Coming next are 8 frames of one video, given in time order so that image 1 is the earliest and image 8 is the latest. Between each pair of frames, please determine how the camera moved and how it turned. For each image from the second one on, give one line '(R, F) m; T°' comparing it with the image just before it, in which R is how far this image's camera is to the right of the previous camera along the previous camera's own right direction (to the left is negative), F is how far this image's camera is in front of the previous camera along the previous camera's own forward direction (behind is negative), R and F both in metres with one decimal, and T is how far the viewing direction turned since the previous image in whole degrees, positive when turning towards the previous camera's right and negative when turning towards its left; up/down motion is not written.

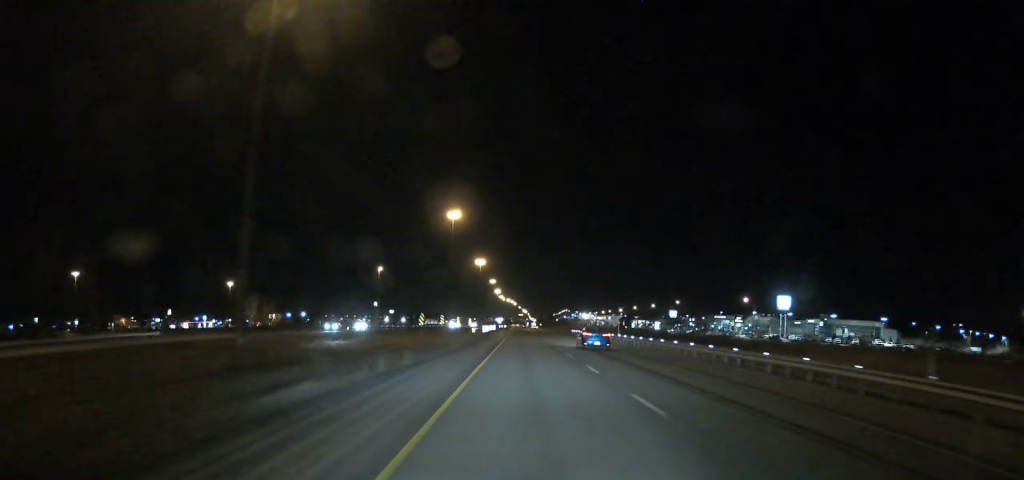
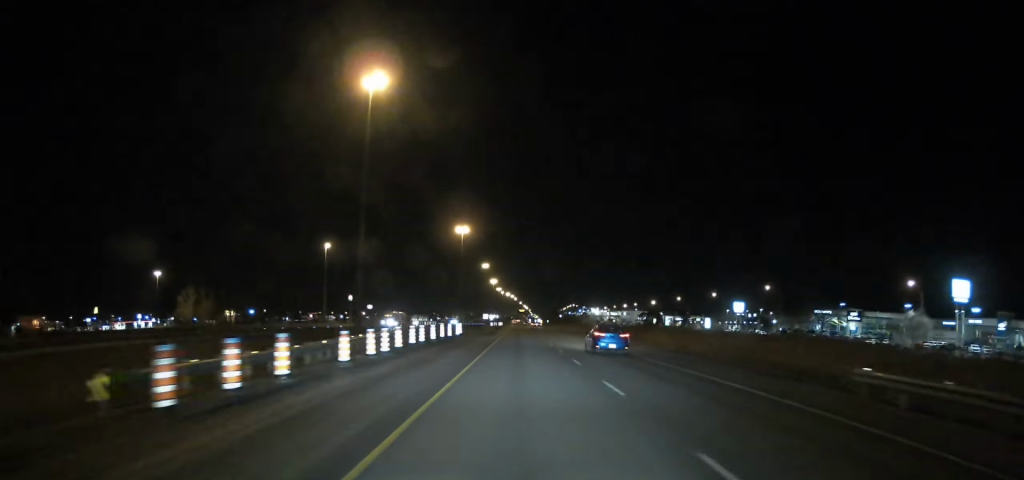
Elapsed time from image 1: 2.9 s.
(+0.1, +83.1) m; 0°
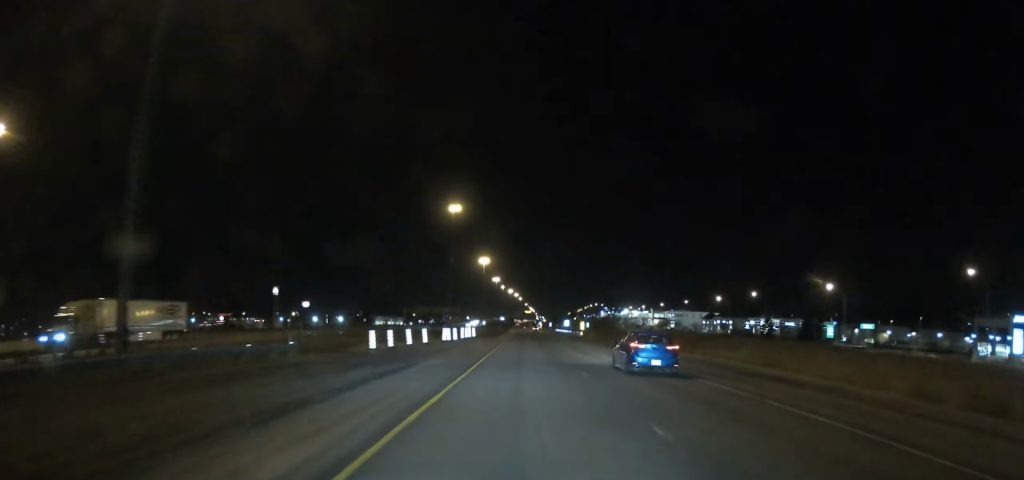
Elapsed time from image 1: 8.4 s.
(-0.2, +91.9) m; 0°
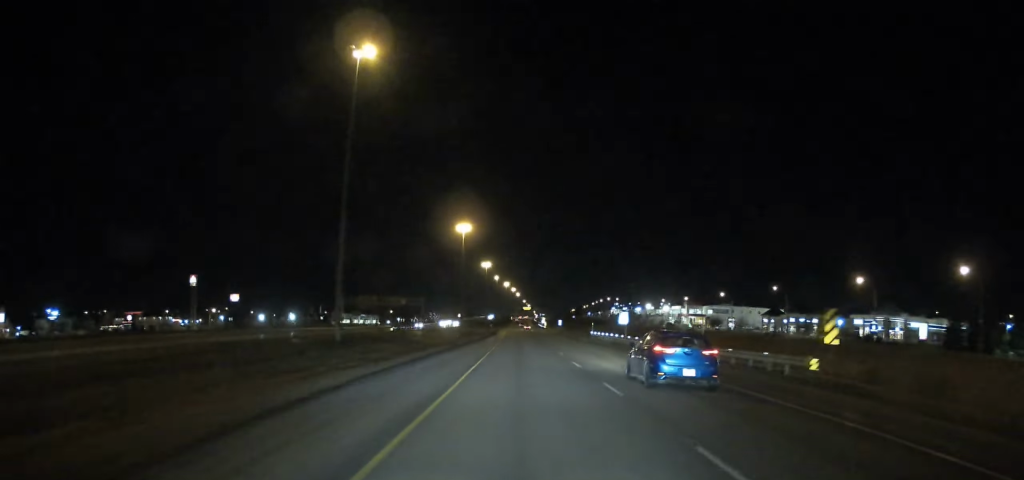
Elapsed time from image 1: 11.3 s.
(+0.1, +49.0) m; 0°
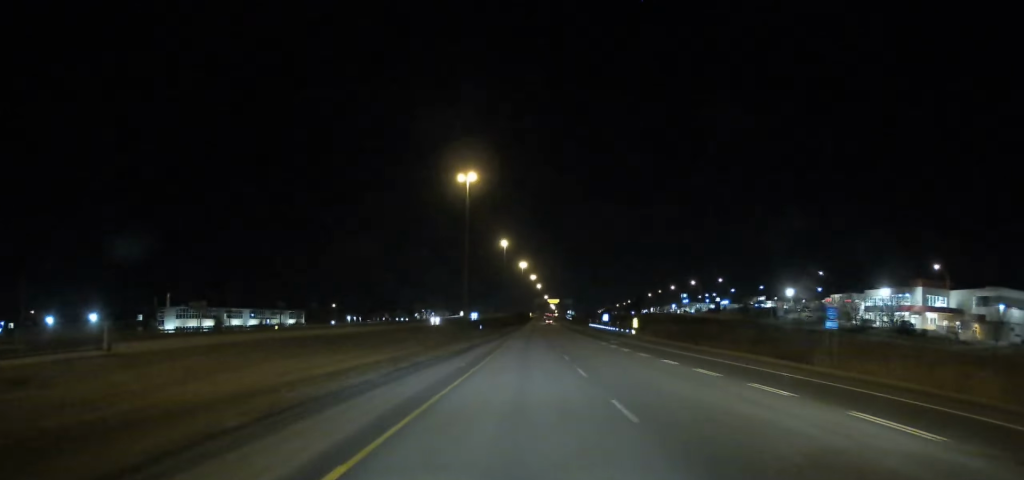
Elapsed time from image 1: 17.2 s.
(-0.5, +175.9) m; 0°
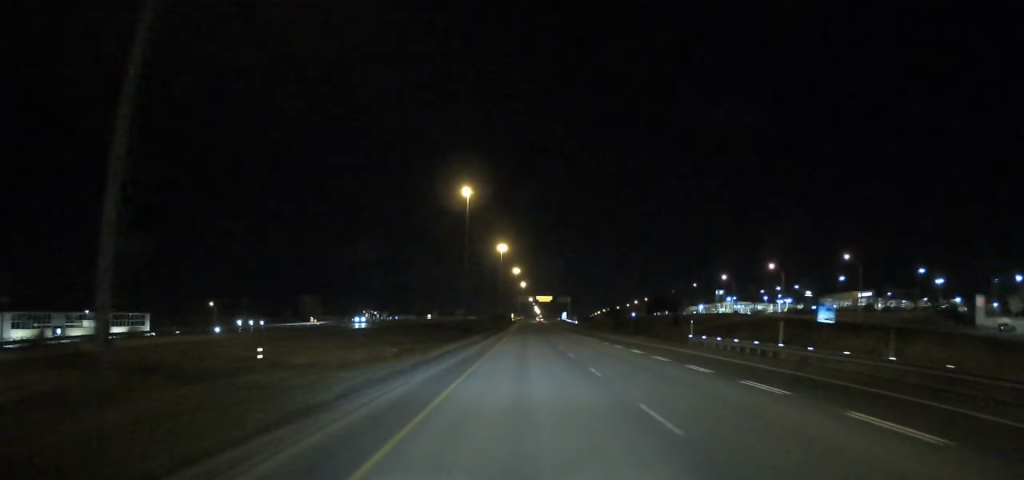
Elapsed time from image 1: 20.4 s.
(+0.2, +140.7) m; +1°
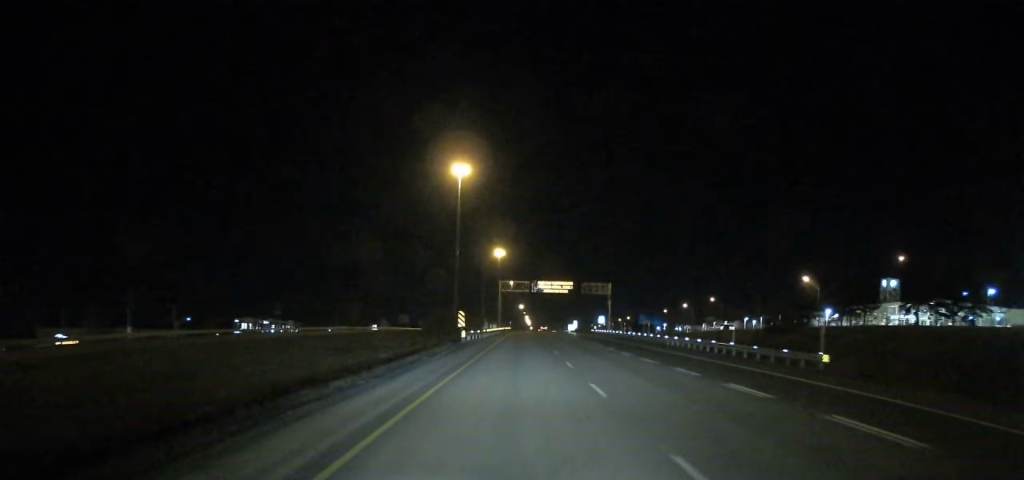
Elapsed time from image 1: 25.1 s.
(+1.9, +192.7) m; +1°
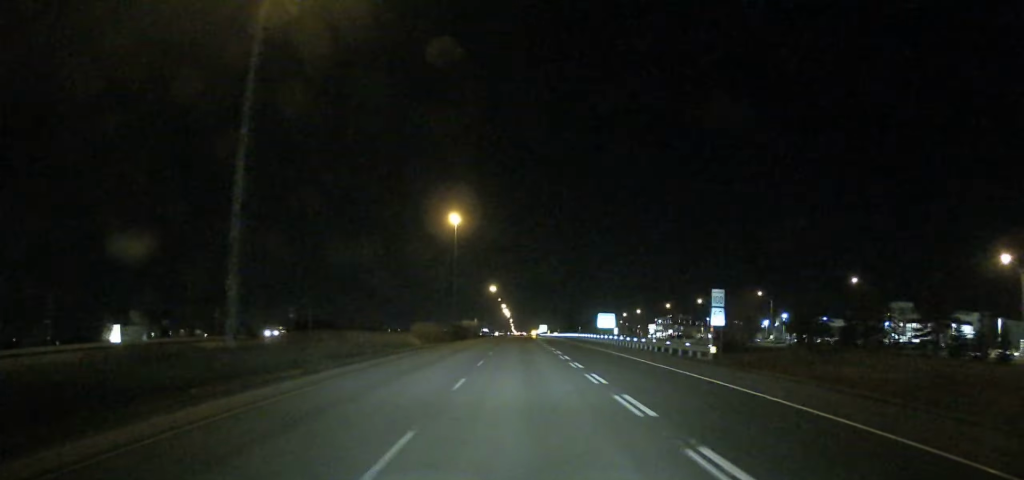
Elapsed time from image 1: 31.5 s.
(+3.3, +229.5) m; +1°
